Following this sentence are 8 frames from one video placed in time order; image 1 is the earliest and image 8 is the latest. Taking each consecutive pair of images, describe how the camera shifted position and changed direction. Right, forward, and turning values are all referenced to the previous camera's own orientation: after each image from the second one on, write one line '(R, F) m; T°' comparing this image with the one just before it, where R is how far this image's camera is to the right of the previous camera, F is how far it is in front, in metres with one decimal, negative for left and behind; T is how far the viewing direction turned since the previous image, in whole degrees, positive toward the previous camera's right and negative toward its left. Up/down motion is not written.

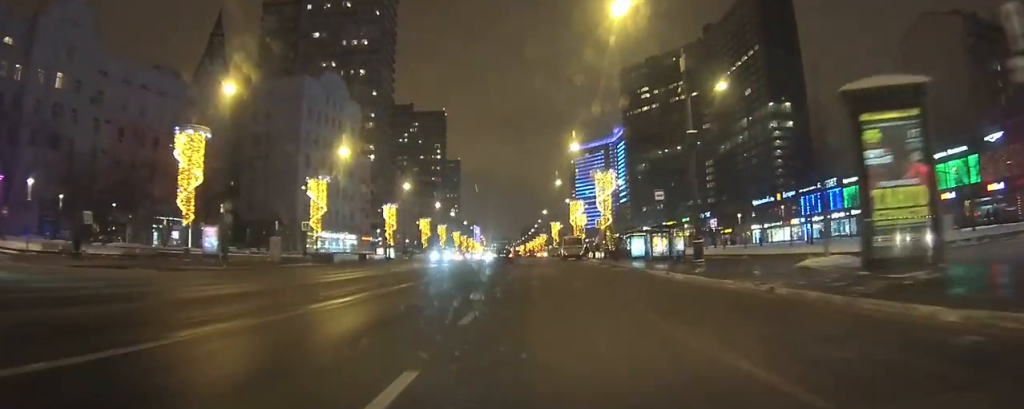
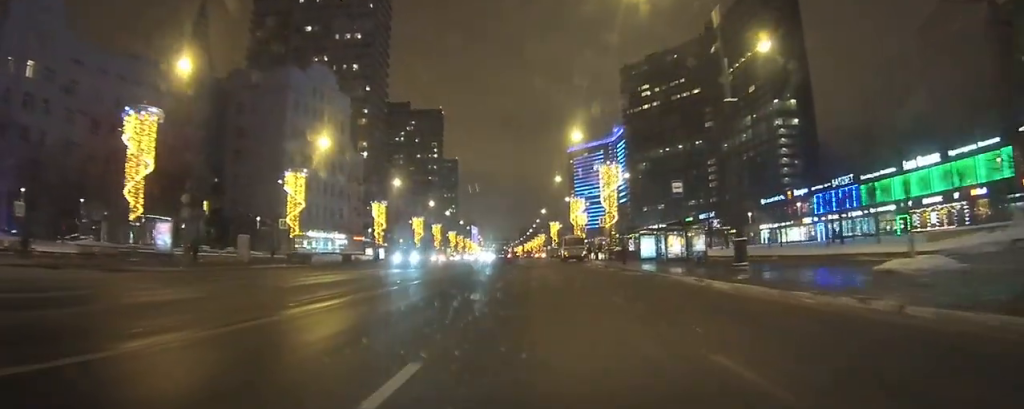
(+0.1, +5.5) m; 0°
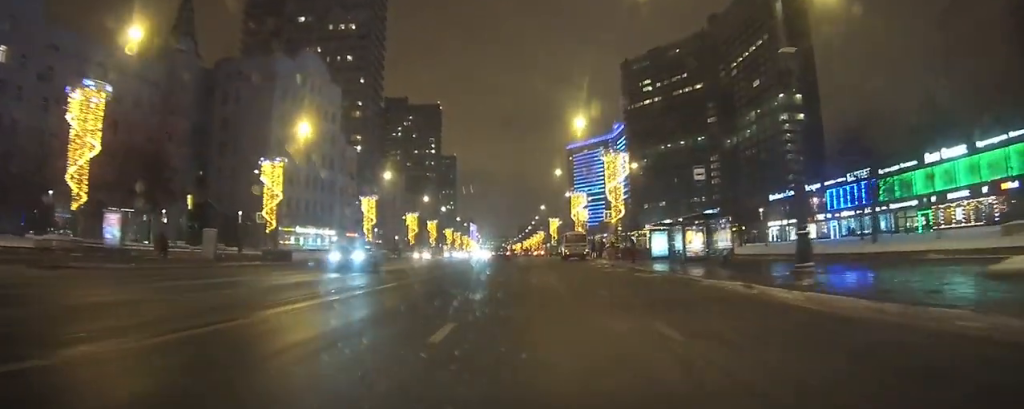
(+0.1, +4.9) m; 0°
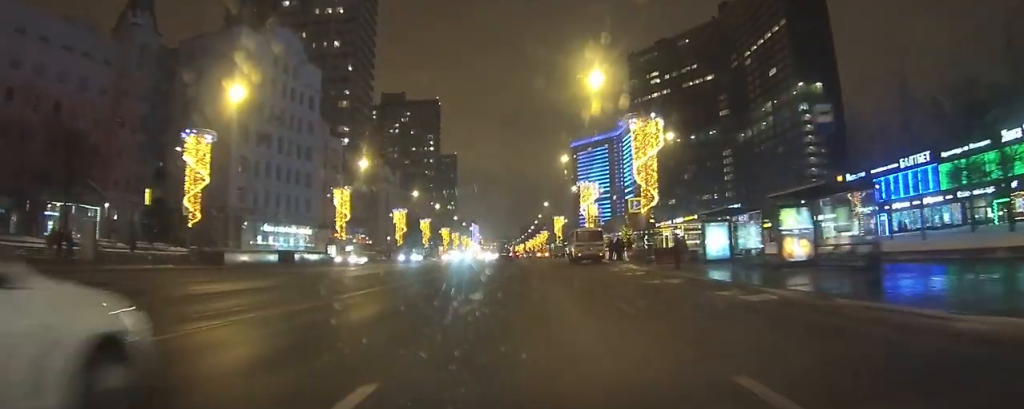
(0.0, +13.1) m; +2°
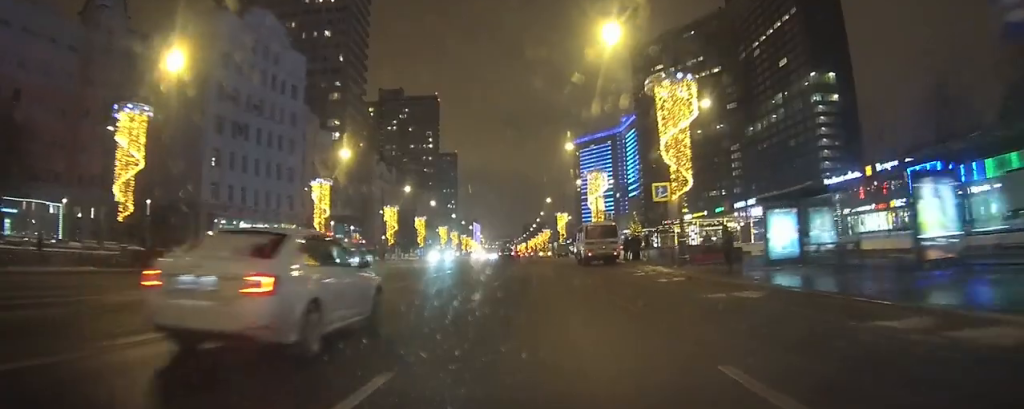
(+0.2, +8.0) m; +1°
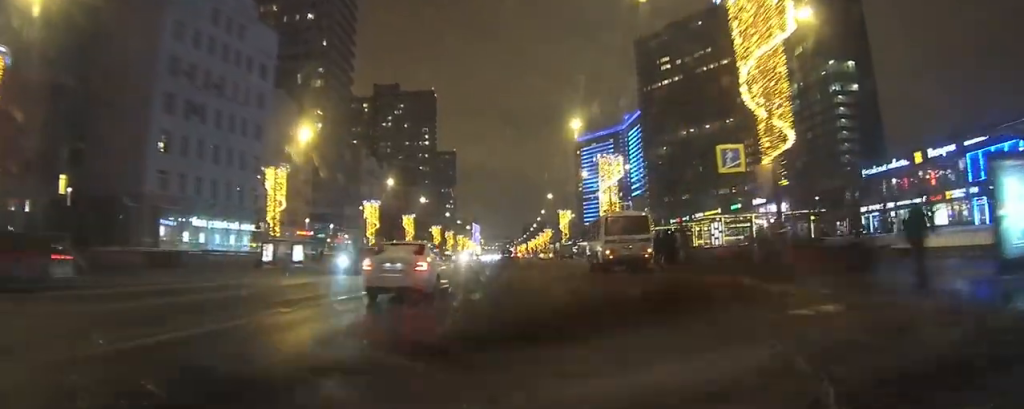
(-0.2, +12.6) m; -2°
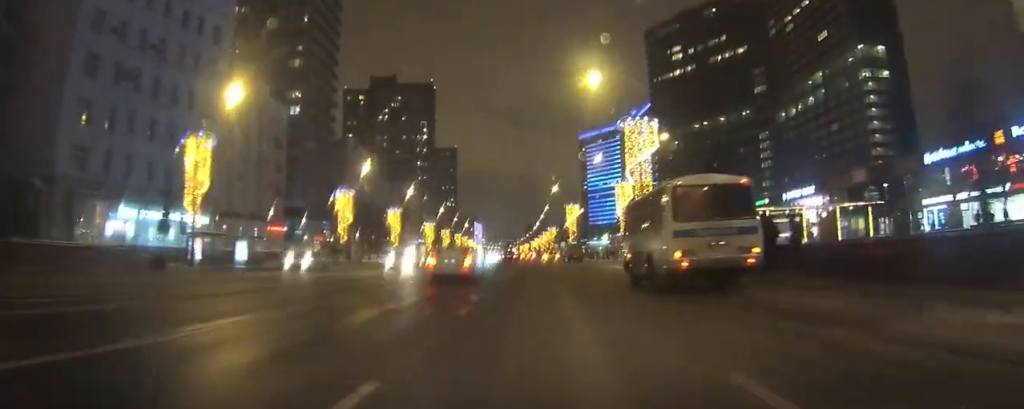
(-0.5, +15.5) m; -4°
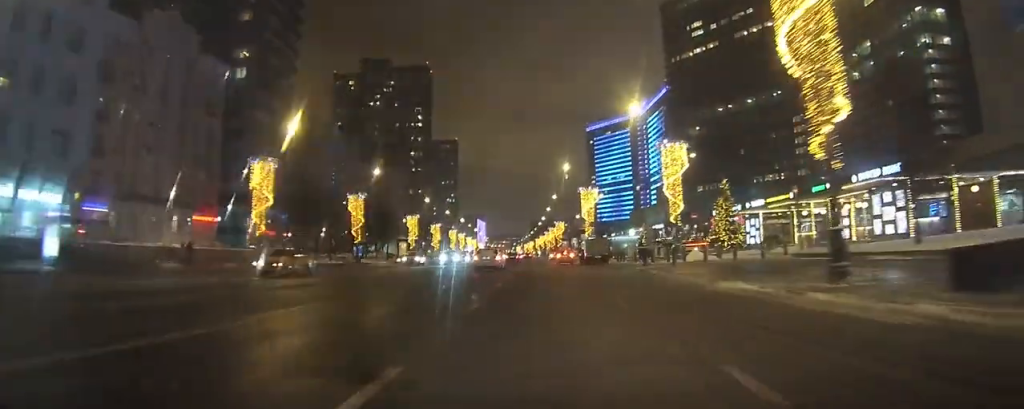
(-0.7, +23.1) m; -2°
